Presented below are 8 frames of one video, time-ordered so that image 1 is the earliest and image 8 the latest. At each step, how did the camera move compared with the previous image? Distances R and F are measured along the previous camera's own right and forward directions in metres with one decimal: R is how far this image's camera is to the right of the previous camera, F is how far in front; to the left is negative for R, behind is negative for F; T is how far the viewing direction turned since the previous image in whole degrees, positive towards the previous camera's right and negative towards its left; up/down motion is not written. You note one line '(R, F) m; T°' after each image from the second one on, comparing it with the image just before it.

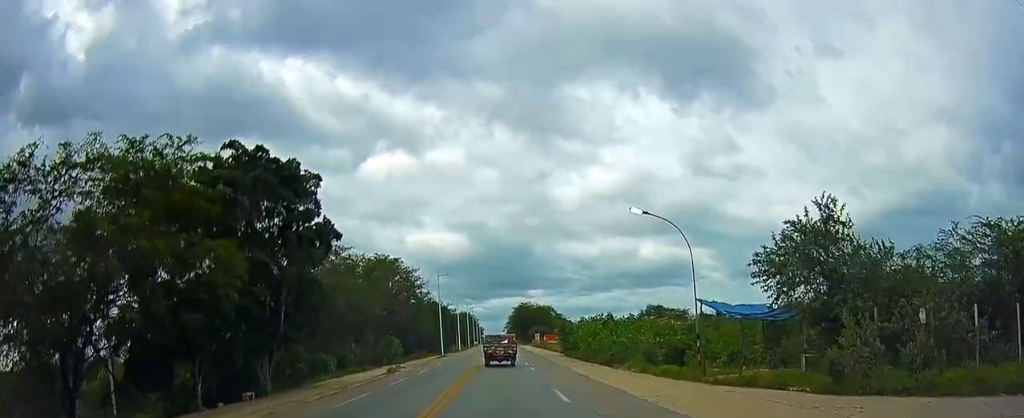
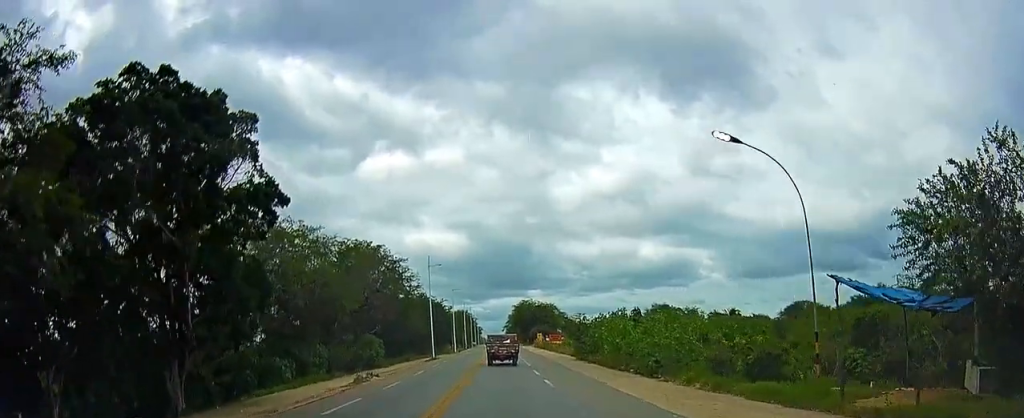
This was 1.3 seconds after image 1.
(+0.2, +7.0) m; -1°
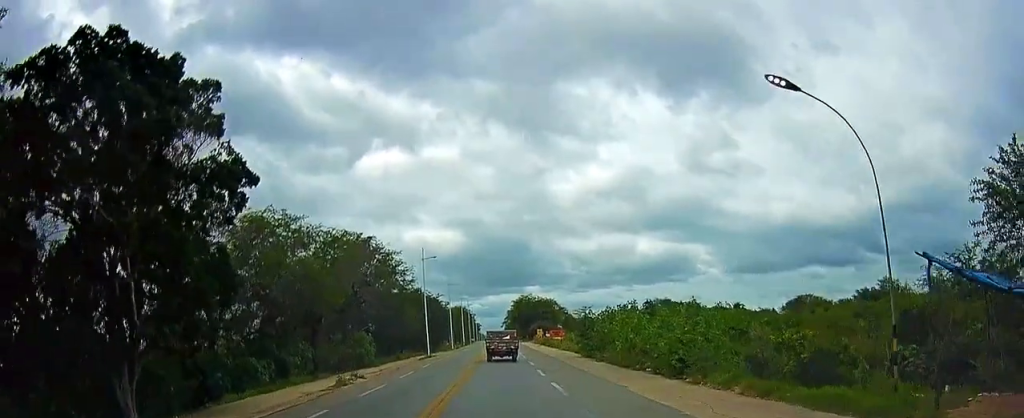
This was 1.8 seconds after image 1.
(-0.1, +2.9) m; -2°
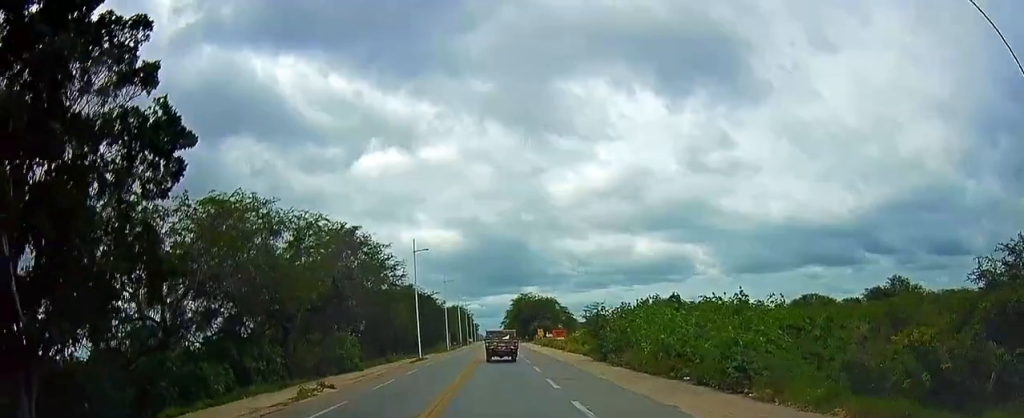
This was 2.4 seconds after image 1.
(-0.1, +4.8) m; -2°
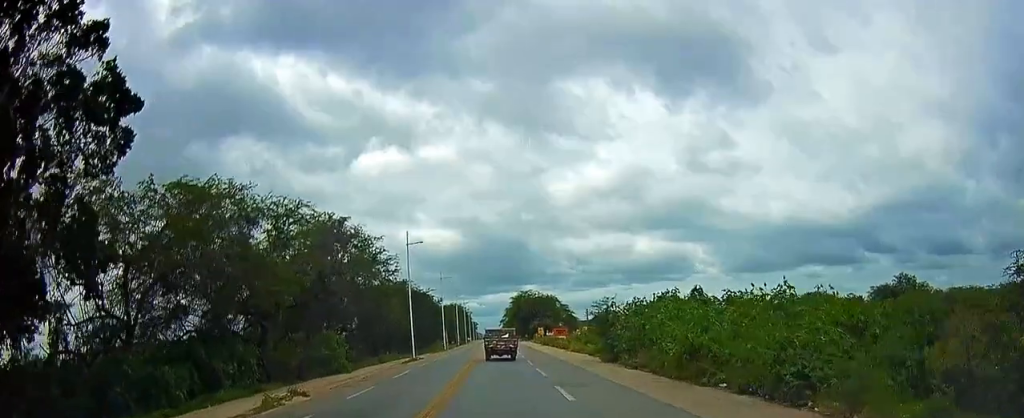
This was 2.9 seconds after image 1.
(-0.1, +3.4) m; 0°
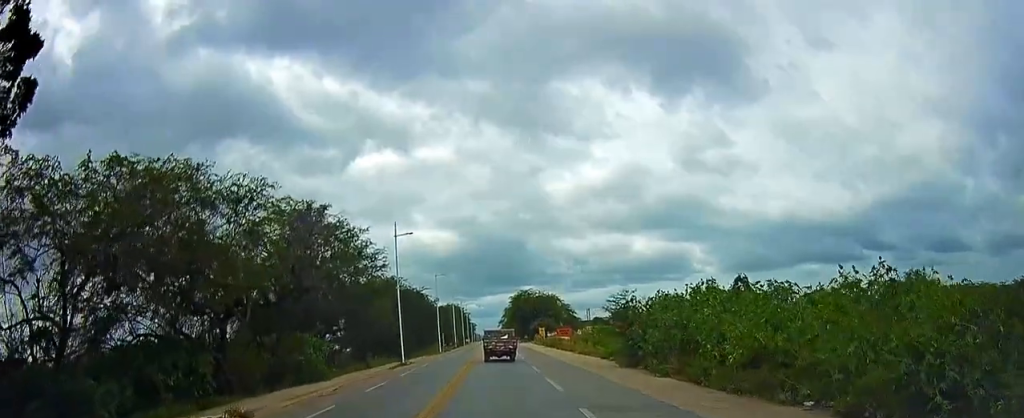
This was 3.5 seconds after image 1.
(0.0, +5.3) m; 0°
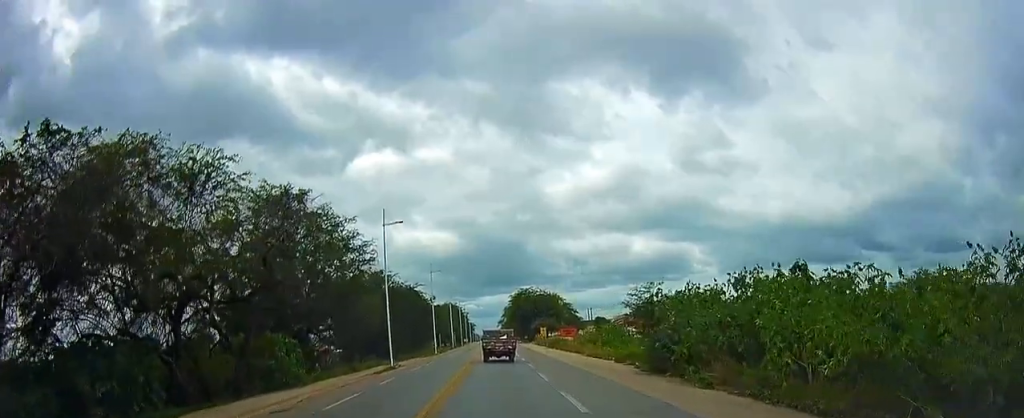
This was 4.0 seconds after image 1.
(+0.1, +4.6) m; +1°
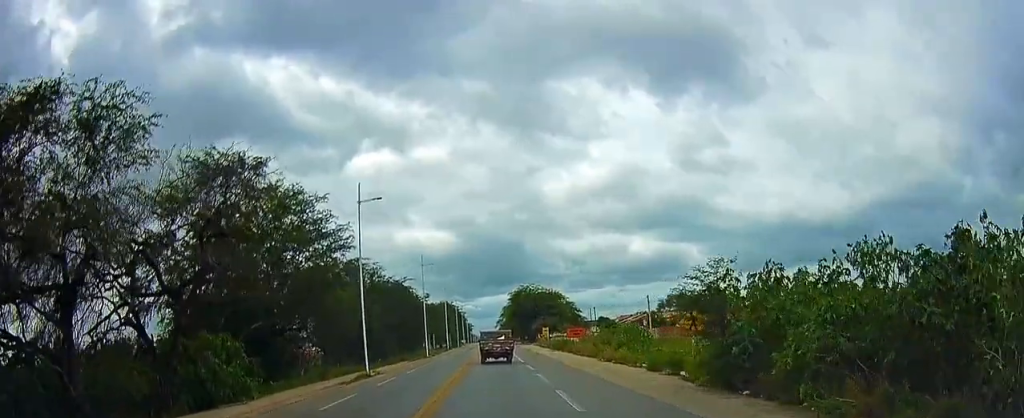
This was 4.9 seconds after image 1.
(0.0, +7.5) m; +1°
